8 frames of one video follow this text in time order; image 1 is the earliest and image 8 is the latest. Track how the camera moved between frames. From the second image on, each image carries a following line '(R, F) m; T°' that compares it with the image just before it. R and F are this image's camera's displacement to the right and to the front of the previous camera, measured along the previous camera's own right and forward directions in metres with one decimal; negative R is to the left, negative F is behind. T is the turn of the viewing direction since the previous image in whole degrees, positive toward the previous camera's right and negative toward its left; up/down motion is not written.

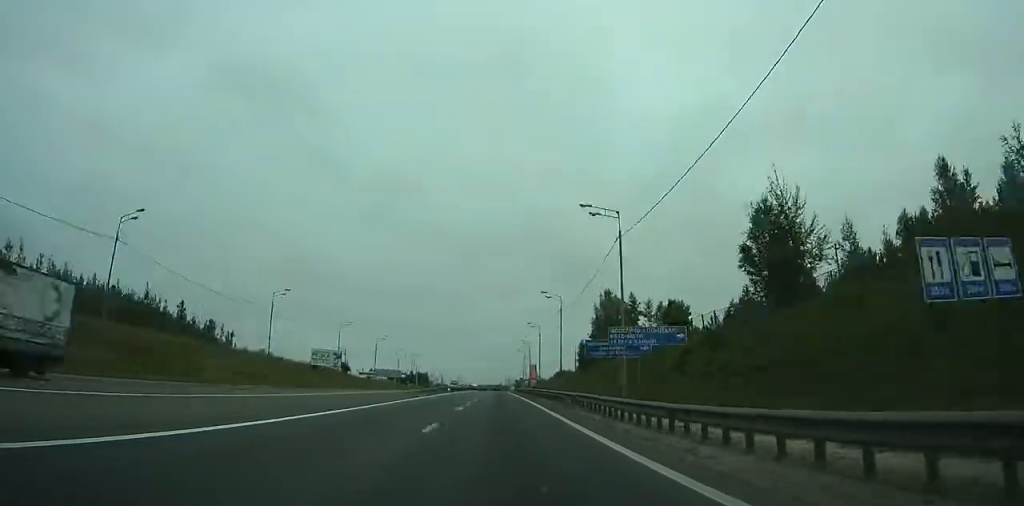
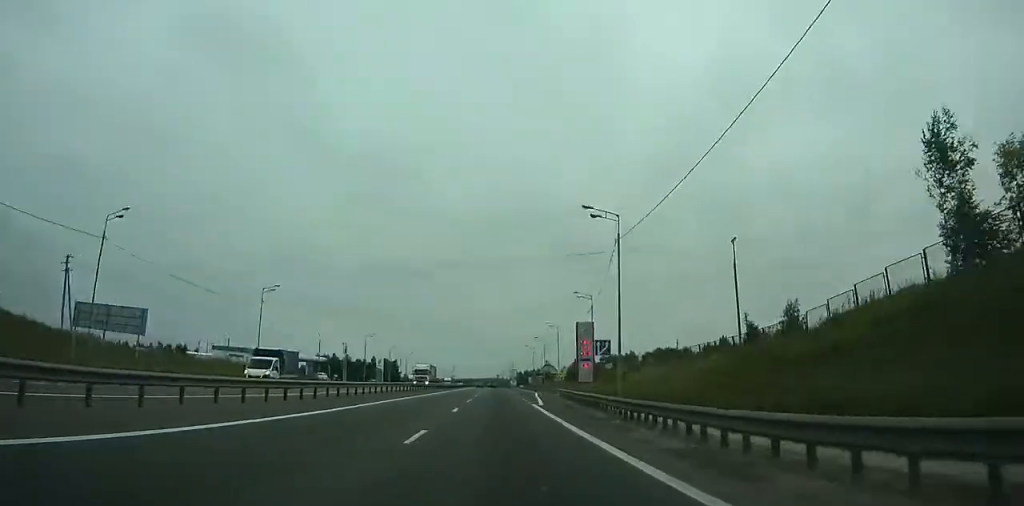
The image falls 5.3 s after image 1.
(+50.9, +114.4) m; +27°
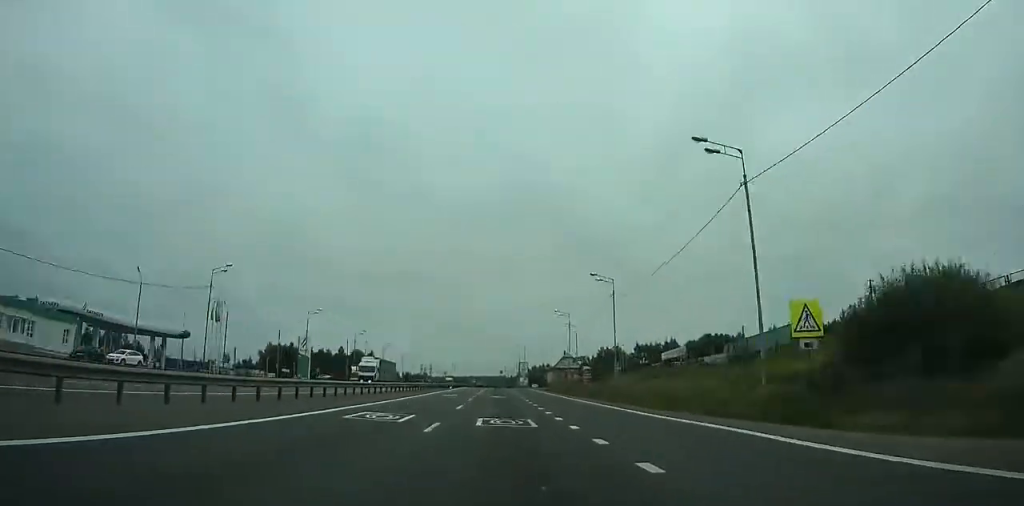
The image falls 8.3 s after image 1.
(-0.1, +68.3) m; 0°
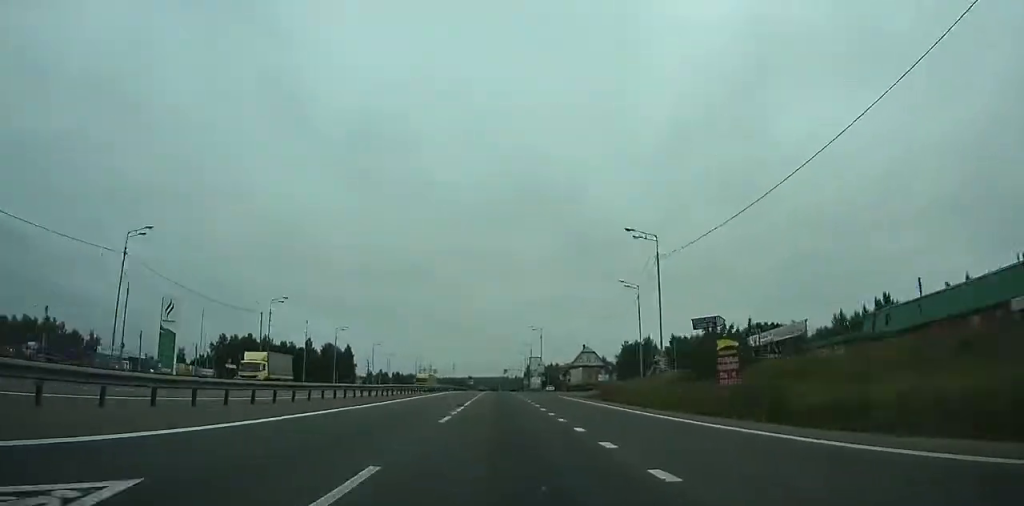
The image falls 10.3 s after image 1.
(0.0, +44.8) m; 0°
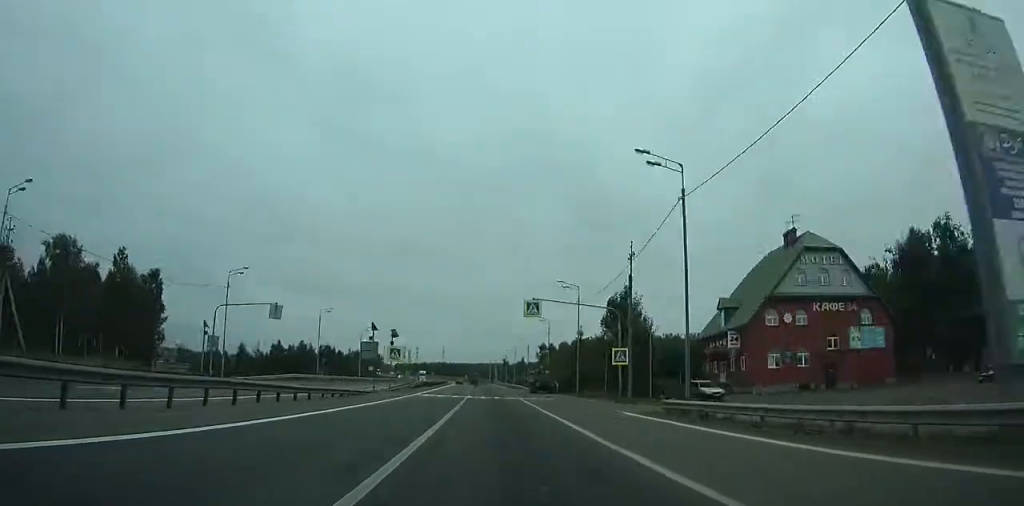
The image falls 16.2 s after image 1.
(0.0, +131.4) m; 0°
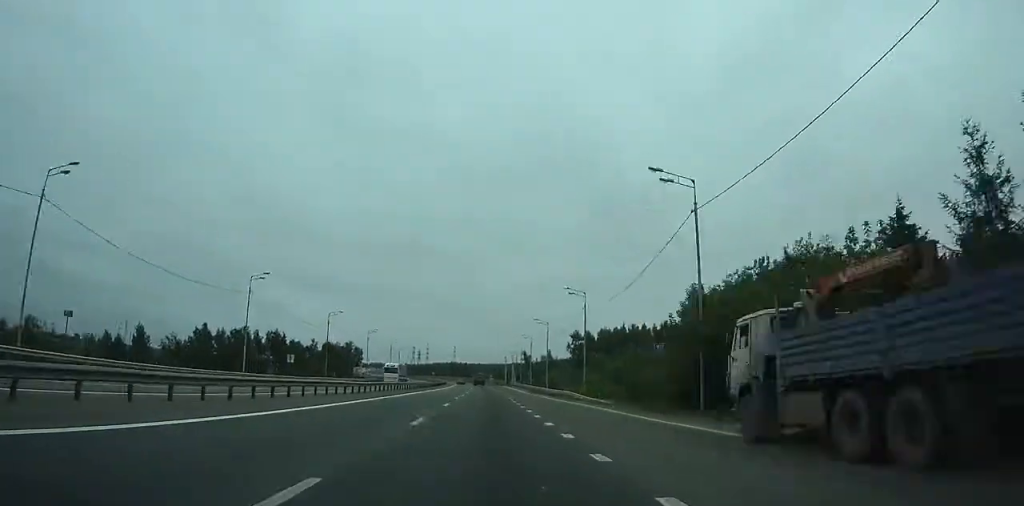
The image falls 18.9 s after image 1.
(0.0, +59.6) m; -1°
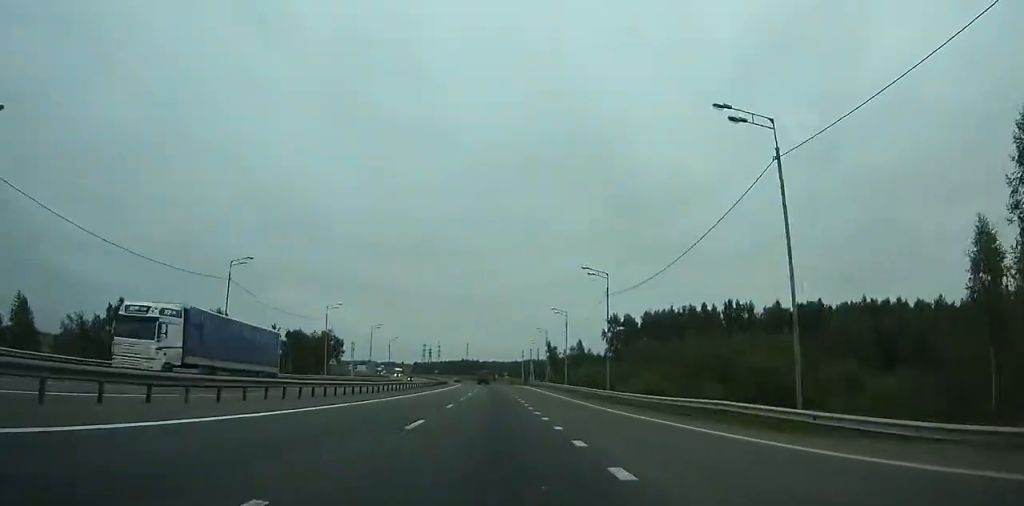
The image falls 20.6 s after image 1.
(-0.3, +37.2) m; -1°
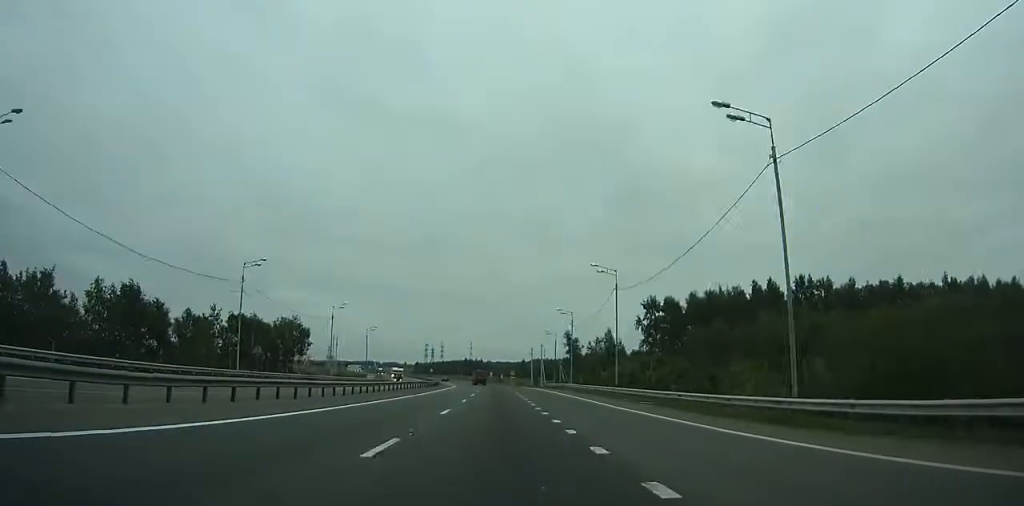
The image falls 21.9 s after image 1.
(-0.2, +28.3) m; -1°
